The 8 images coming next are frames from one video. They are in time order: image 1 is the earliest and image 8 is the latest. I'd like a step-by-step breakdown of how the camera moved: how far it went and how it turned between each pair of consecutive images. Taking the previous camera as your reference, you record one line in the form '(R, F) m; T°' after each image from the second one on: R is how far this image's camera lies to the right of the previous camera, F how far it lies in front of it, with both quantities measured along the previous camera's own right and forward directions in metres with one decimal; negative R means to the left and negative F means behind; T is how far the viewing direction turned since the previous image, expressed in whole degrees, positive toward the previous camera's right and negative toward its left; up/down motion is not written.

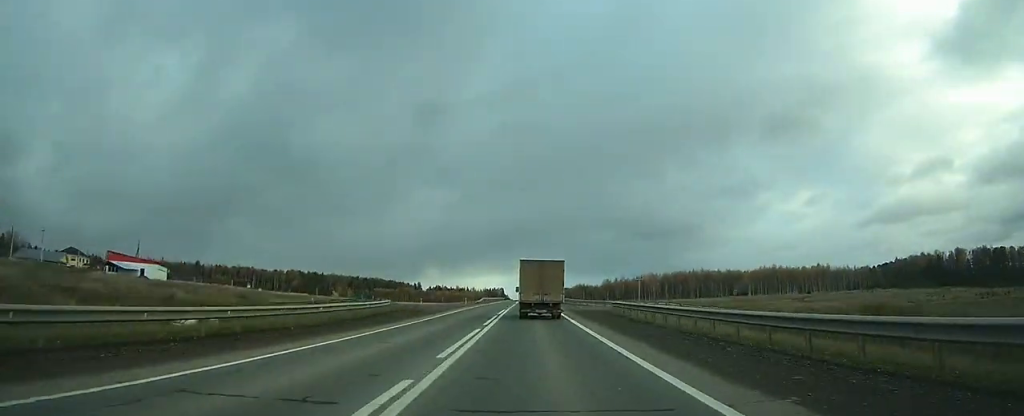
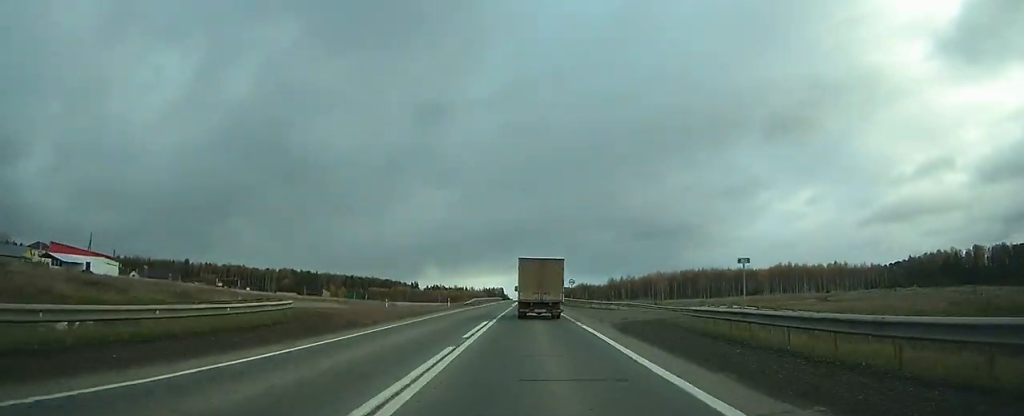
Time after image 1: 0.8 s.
(0.0, +18.8) m; 0°
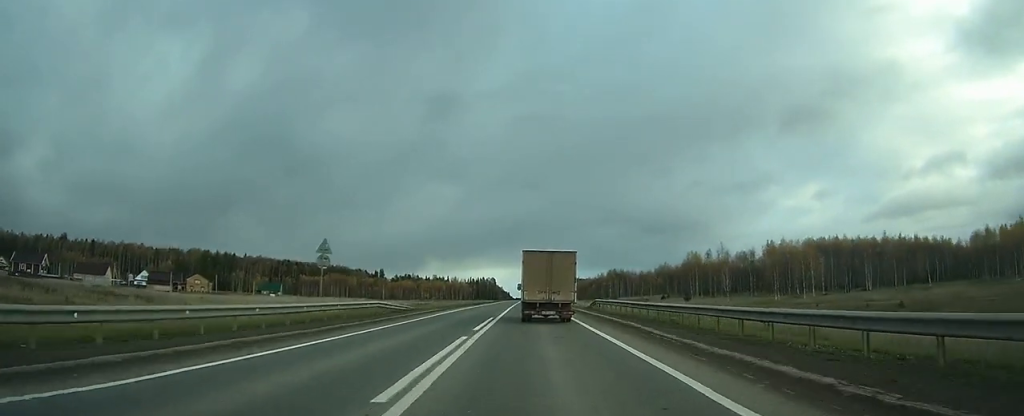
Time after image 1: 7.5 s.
(+0.3, +157.0) m; 0°
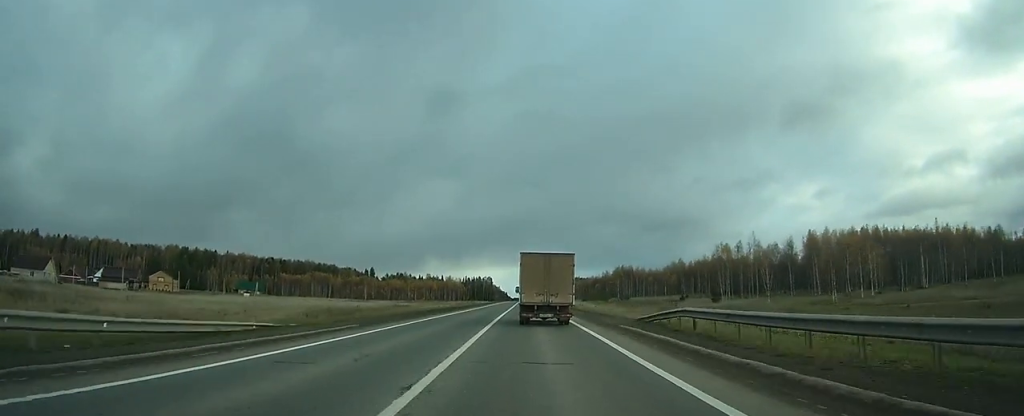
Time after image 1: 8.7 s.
(0.0, +26.1) m; 0°
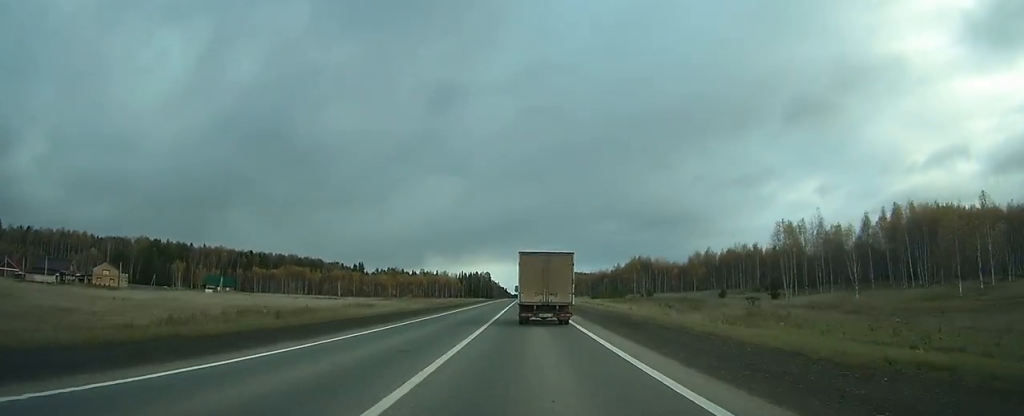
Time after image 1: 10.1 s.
(0.0, +33.7) m; 0°
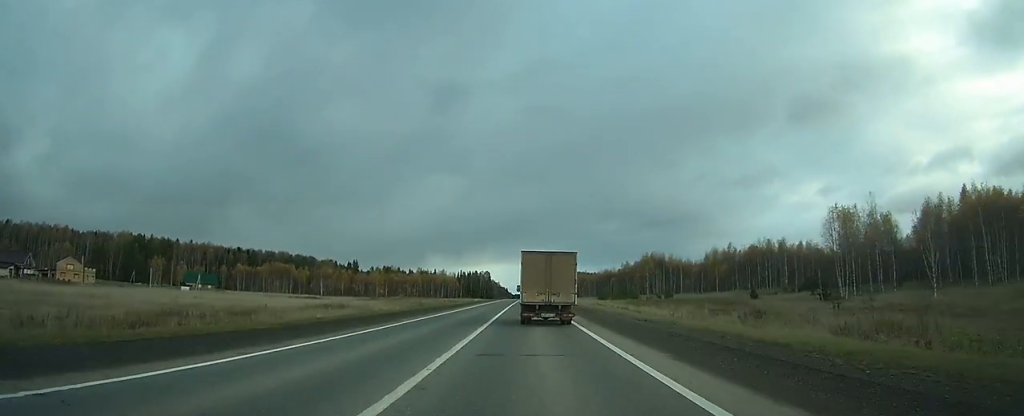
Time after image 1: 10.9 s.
(0.0, +18.5) m; 0°
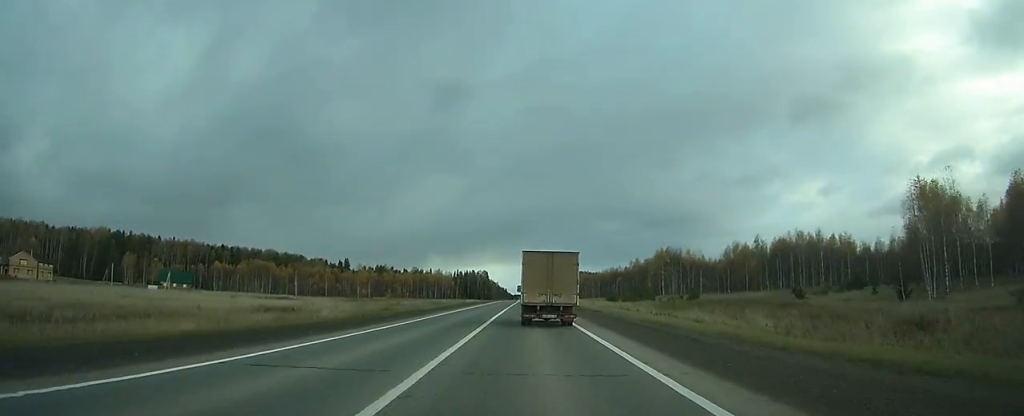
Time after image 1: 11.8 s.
(0.0, +20.0) m; 0°
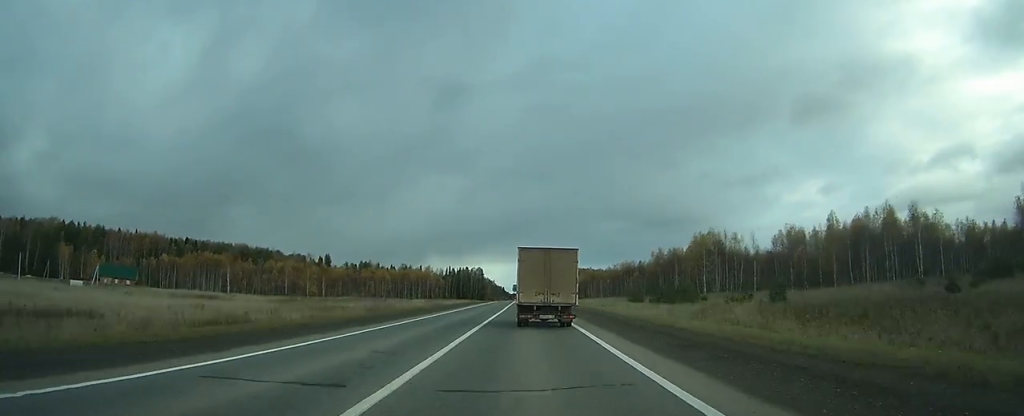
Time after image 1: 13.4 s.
(-0.1, +37.0) m; 0°
